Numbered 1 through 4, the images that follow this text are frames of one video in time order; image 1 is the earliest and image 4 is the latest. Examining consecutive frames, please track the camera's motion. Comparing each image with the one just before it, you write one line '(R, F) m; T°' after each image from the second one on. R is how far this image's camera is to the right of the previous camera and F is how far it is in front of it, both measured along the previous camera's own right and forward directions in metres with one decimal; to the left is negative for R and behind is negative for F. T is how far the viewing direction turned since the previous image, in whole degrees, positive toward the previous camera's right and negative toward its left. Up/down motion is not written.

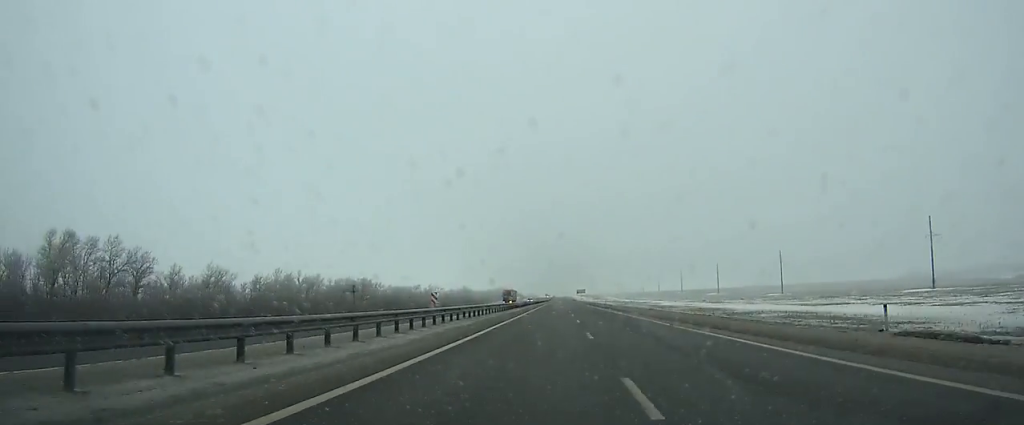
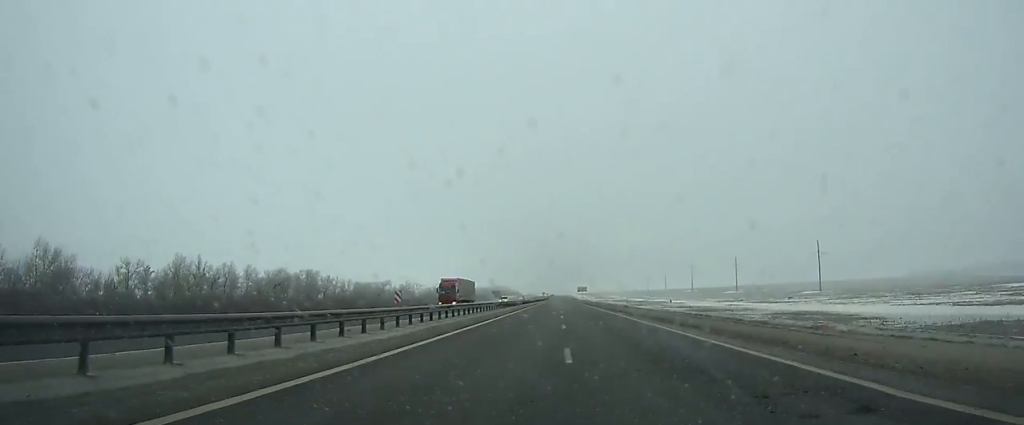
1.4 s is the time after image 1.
(+0.2, +42.9) m; 0°
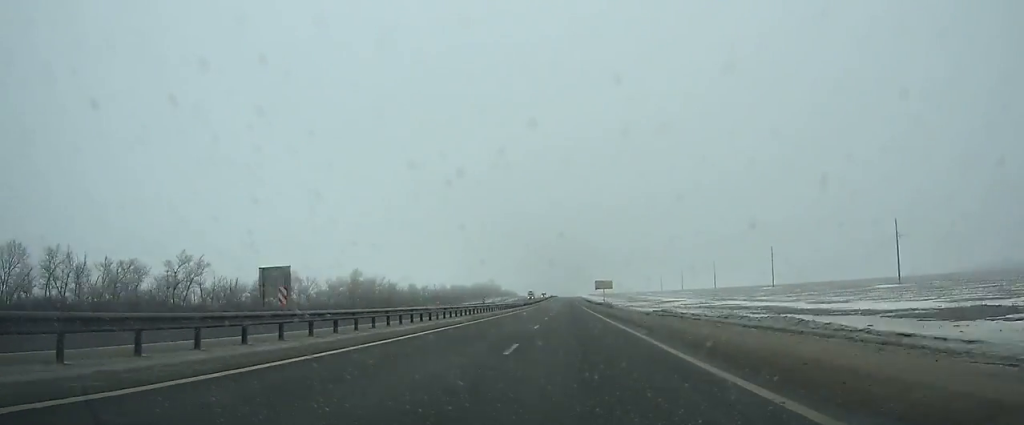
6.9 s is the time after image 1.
(-1.3, +167.0) m; -1°
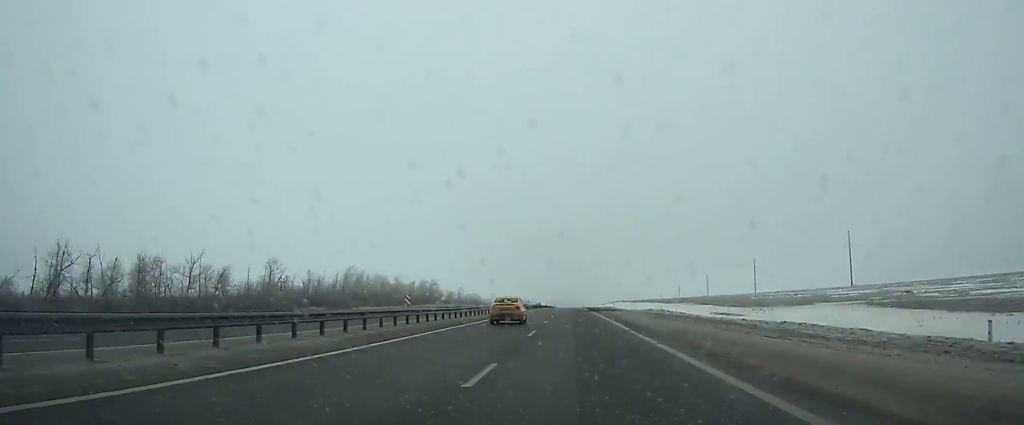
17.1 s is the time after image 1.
(-0.7, +305.9) m; 0°
